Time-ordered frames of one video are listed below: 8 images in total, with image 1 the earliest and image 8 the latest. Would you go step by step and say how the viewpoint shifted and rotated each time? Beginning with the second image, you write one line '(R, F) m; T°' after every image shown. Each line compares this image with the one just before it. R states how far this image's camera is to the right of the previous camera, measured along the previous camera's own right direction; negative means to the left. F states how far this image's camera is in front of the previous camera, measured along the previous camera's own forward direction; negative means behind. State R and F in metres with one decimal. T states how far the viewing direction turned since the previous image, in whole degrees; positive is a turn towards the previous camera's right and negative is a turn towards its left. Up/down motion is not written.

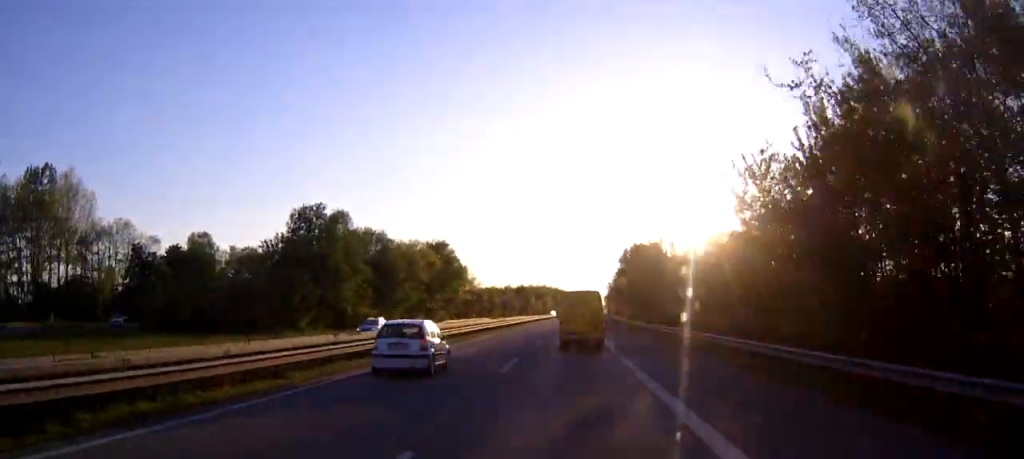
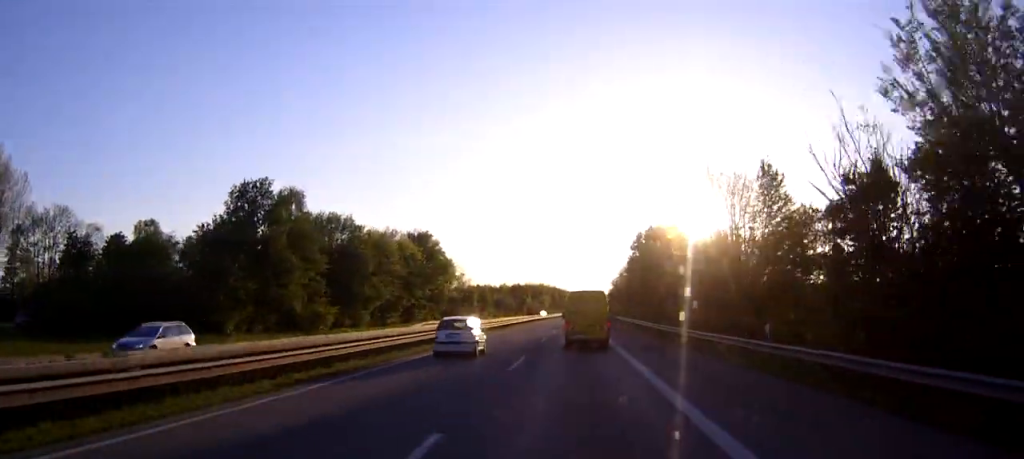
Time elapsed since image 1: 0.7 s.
(0.0, +16.3) m; 0°
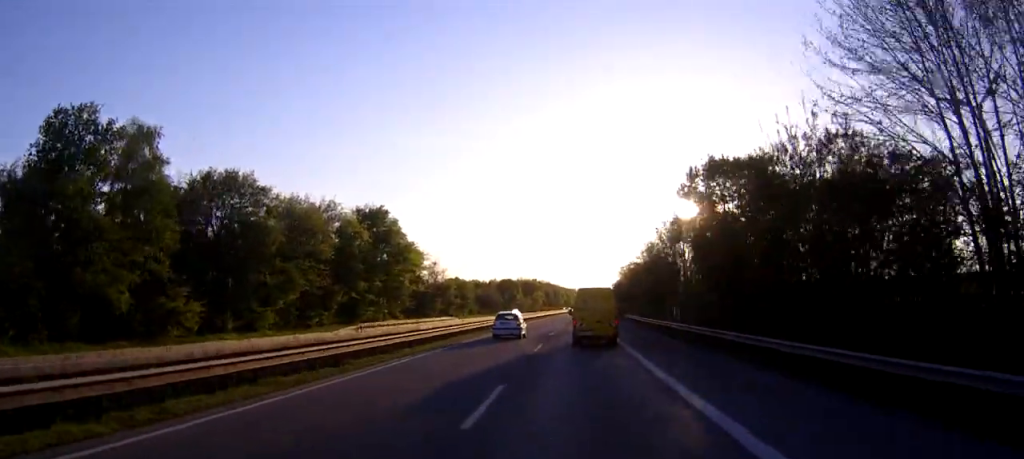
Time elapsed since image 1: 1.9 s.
(+0.2, +28.9) m; +1°
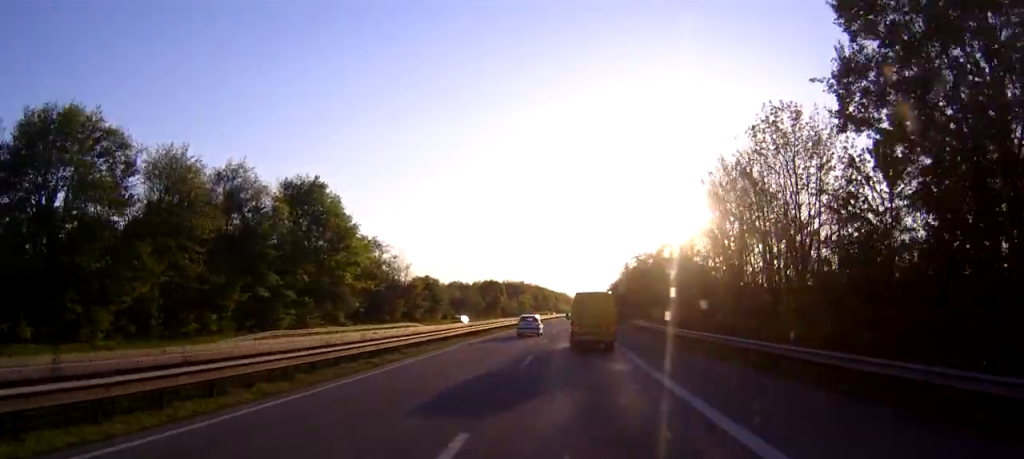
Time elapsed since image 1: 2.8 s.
(+0.1, +22.7) m; +1°
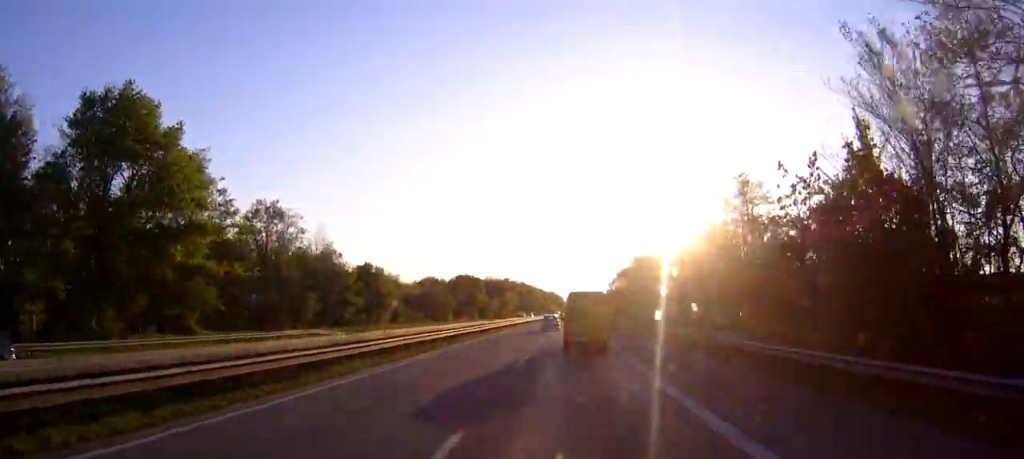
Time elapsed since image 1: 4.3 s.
(+0.3, +32.2) m; +1°
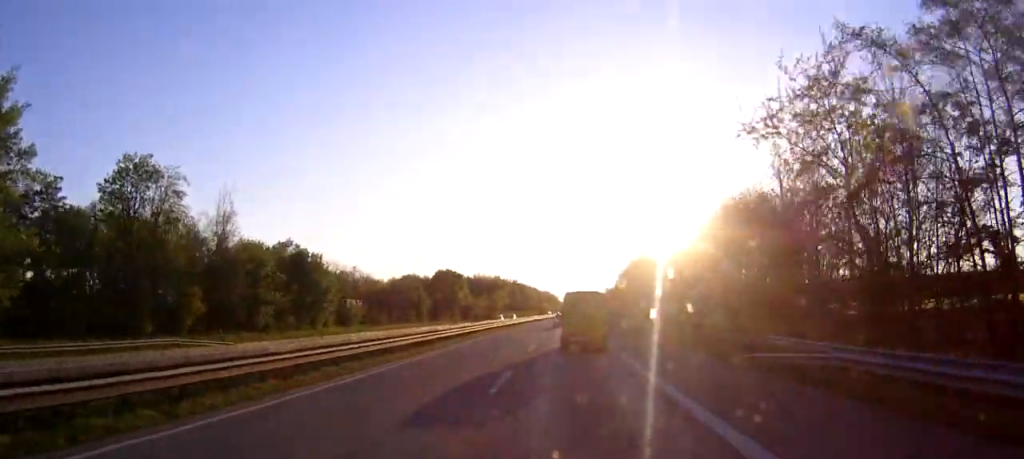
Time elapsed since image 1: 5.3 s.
(0.0, +20.6) m; 0°
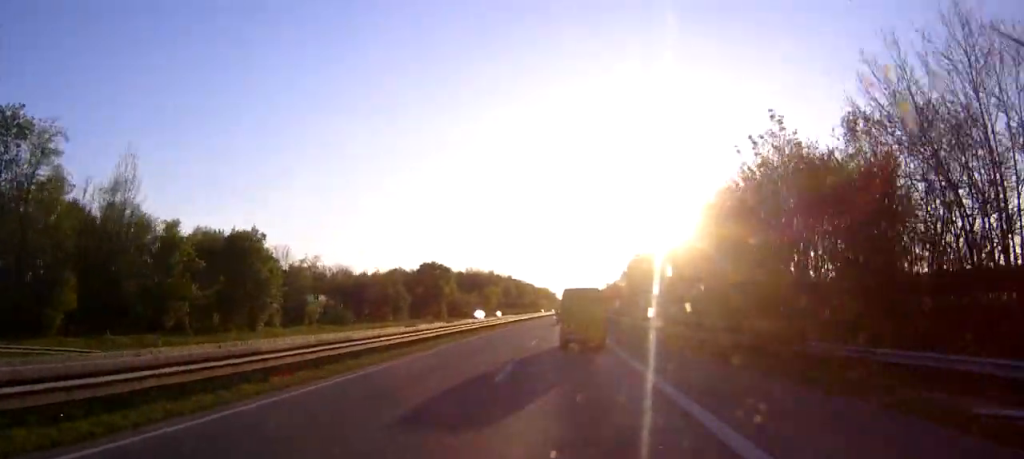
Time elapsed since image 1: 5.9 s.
(0.0, +12.7) m; 0°
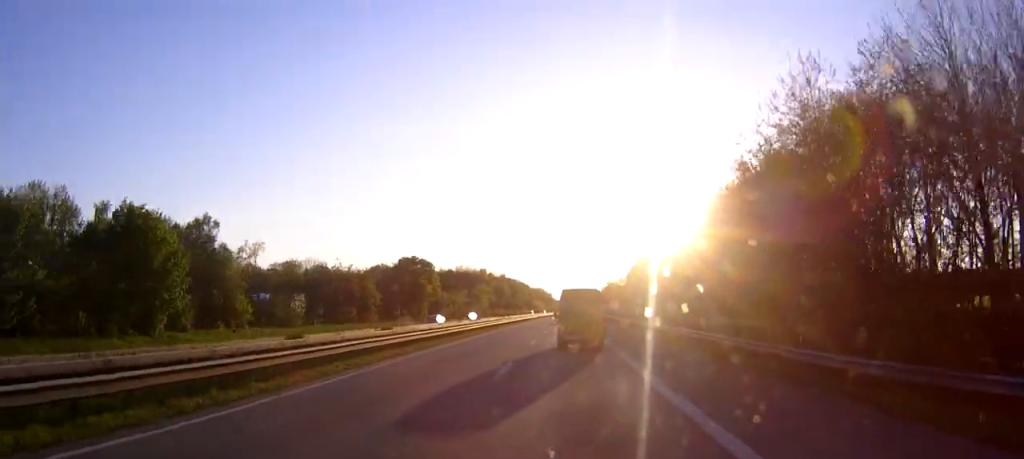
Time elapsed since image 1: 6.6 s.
(0.0, +14.0) m; 0°
